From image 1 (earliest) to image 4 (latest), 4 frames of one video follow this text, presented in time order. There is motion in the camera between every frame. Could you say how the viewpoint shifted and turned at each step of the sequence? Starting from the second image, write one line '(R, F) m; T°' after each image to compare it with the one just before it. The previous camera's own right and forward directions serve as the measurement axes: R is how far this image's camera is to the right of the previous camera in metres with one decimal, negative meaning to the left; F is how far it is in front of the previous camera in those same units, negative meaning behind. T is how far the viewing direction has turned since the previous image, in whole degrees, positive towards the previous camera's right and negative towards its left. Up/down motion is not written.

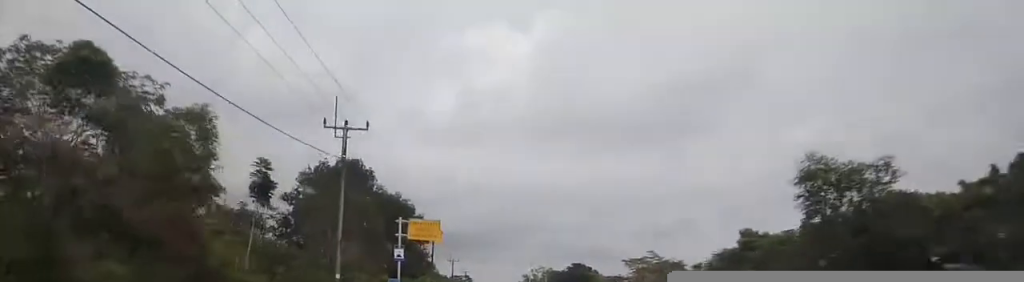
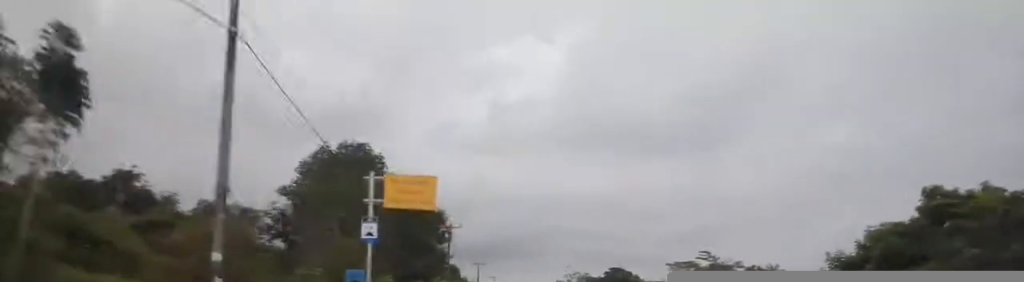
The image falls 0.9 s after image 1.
(+0.1, +17.1) m; -2°
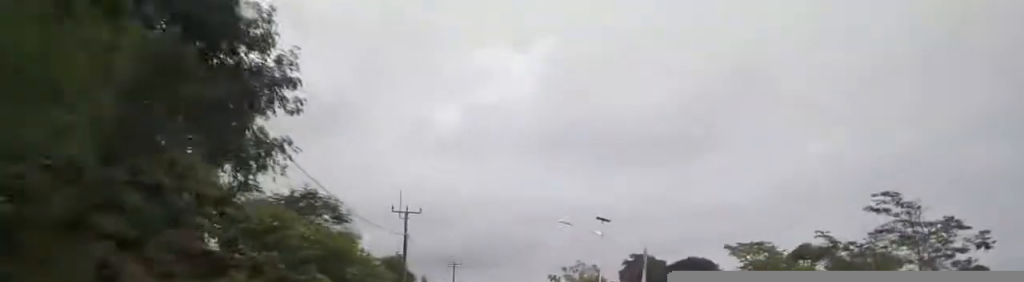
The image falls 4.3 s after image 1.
(-0.2, +65.9) m; +2°
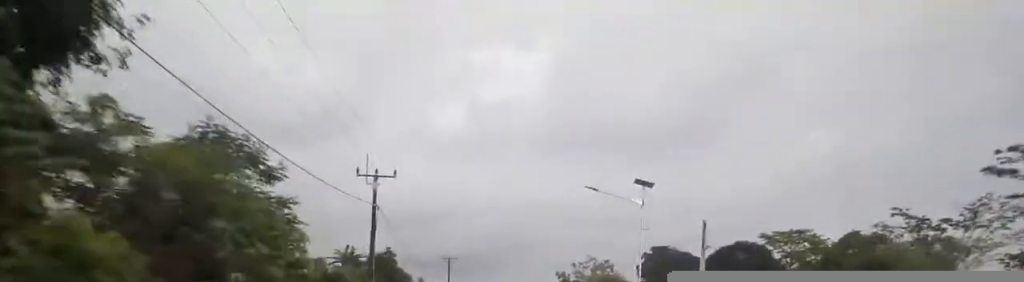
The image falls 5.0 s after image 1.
(0.0, +13.9) m; +1°
